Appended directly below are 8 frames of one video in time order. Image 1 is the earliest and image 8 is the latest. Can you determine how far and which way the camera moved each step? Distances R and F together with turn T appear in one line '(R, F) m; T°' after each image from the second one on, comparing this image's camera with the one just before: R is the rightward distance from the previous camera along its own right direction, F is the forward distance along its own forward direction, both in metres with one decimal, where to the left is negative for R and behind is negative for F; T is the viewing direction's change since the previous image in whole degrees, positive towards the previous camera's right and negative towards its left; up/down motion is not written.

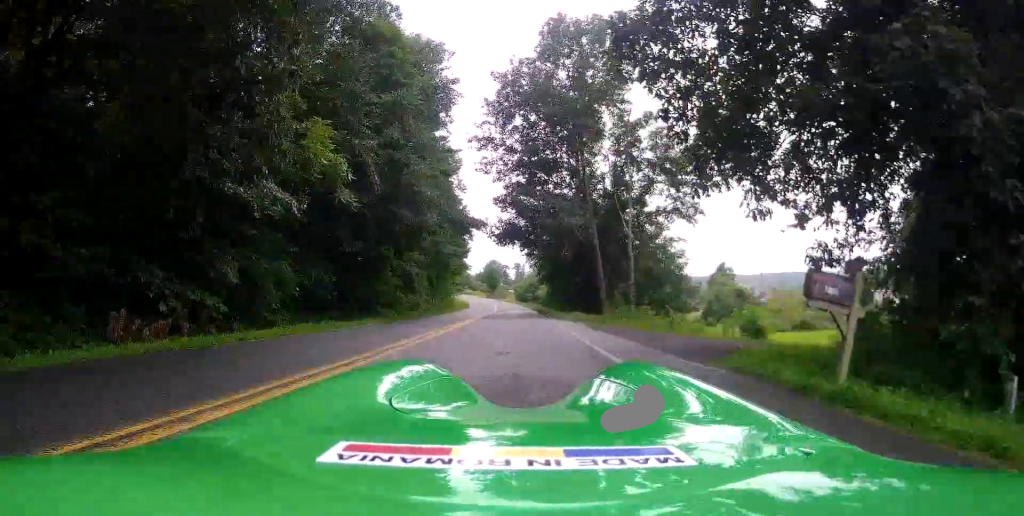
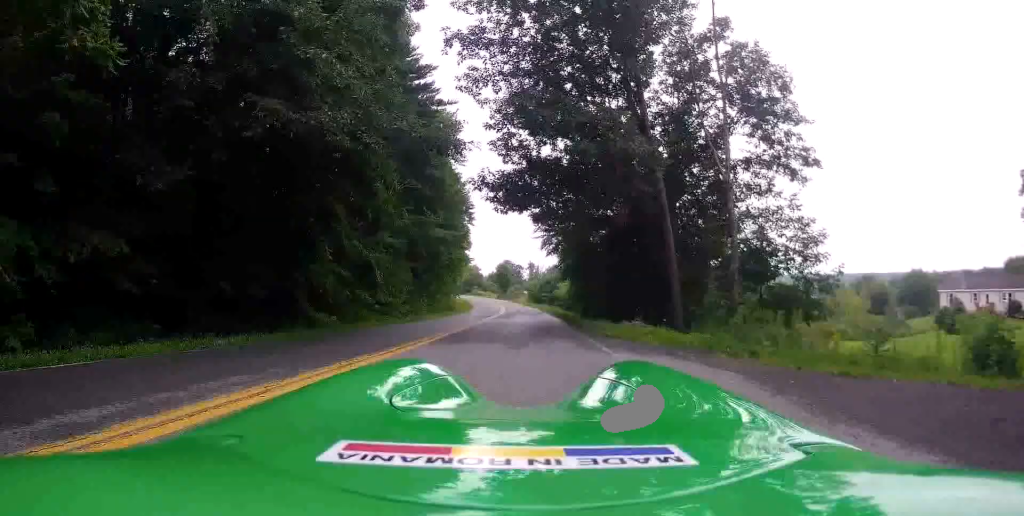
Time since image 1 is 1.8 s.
(+0.2, +14.8) m; -2°
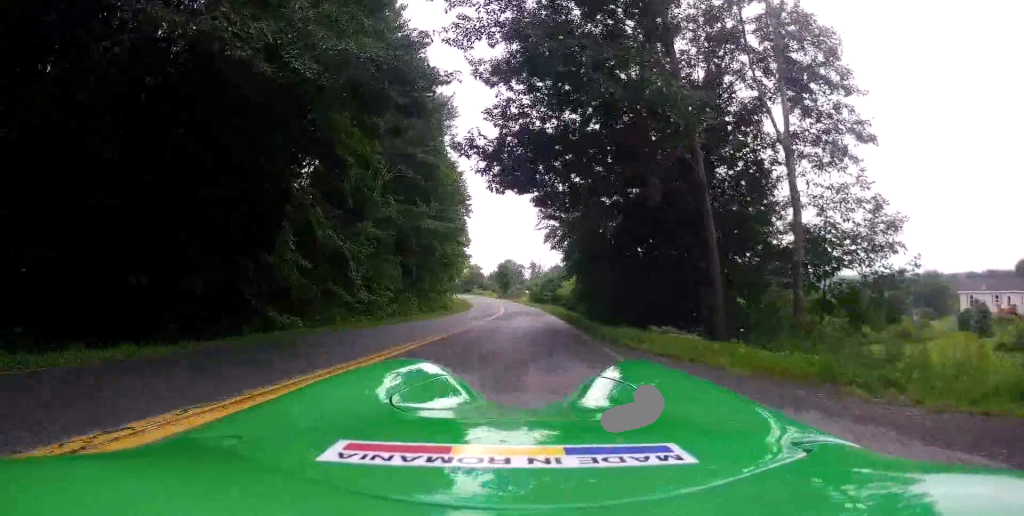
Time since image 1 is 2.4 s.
(-0.1, +4.4) m; -2°
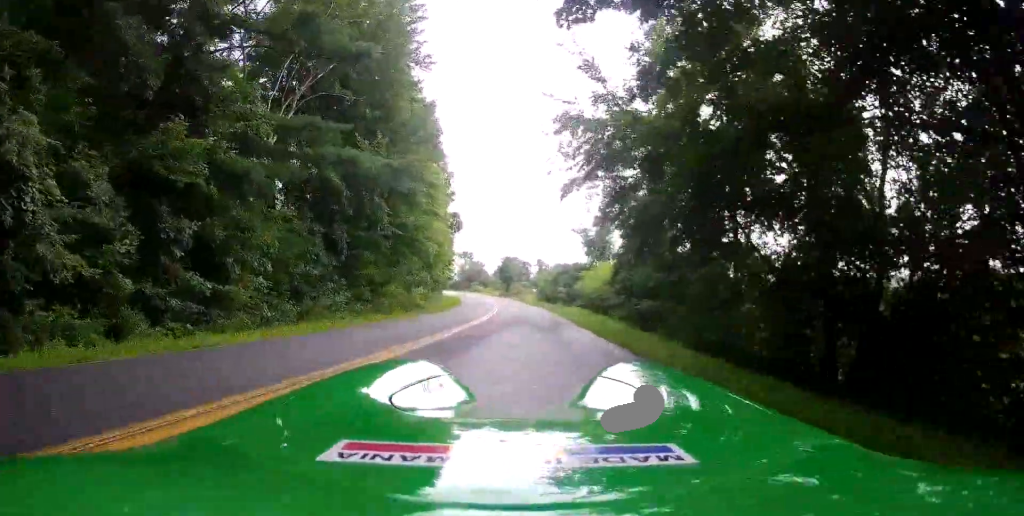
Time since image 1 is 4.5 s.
(0.0, +17.7) m; 0°
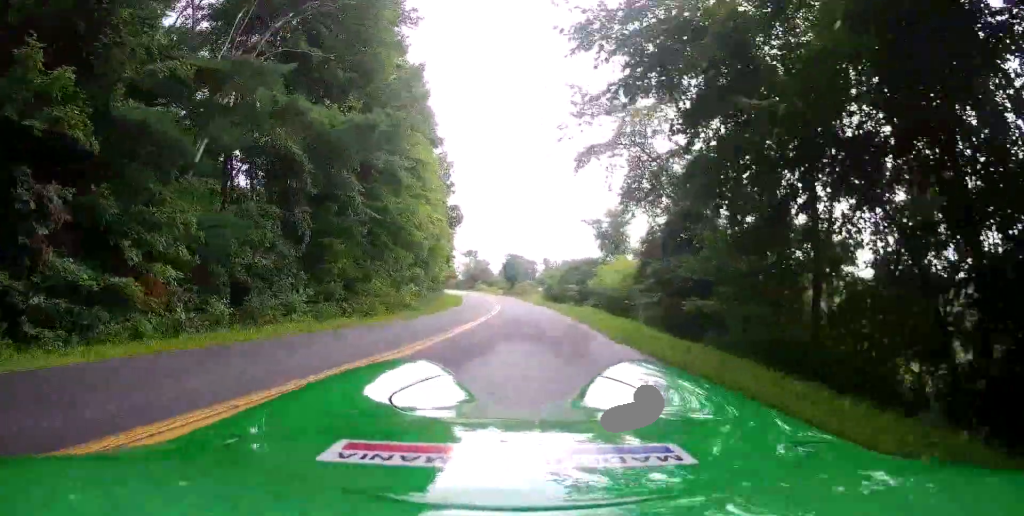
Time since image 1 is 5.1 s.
(0.0, +5.3) m; 0°
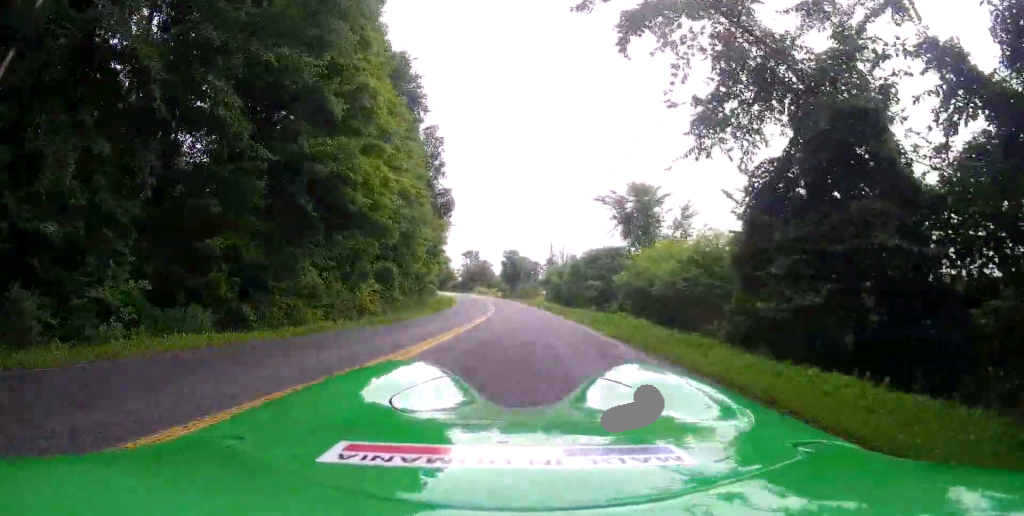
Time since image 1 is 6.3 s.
(0.0, +9.9) m; 0°
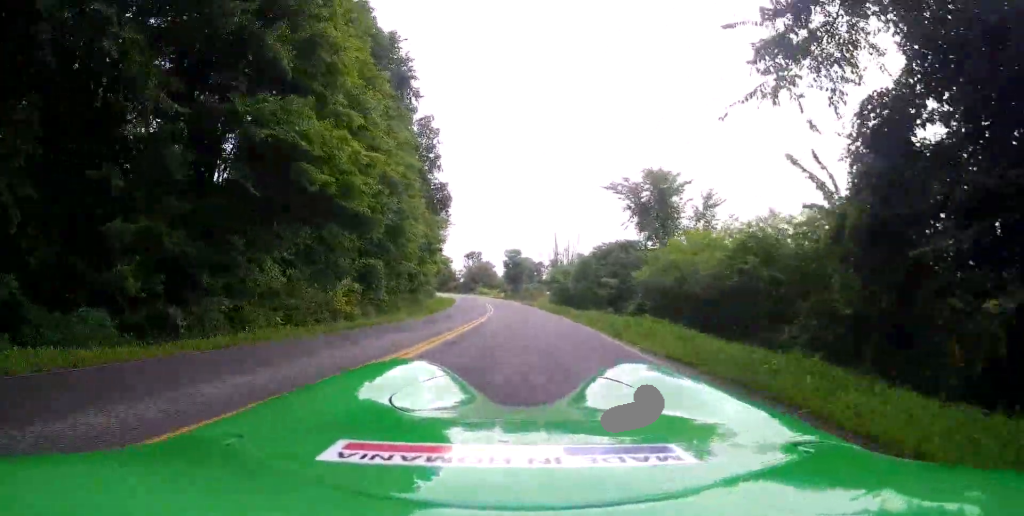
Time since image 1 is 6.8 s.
(0.0, +3.9) m; 0°
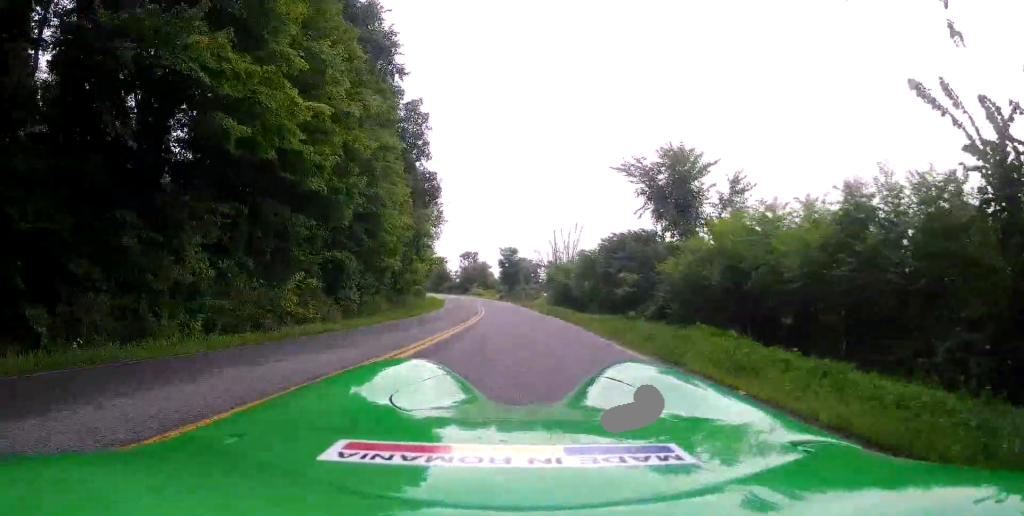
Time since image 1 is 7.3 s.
(0.0, +4.6) m; 0°
